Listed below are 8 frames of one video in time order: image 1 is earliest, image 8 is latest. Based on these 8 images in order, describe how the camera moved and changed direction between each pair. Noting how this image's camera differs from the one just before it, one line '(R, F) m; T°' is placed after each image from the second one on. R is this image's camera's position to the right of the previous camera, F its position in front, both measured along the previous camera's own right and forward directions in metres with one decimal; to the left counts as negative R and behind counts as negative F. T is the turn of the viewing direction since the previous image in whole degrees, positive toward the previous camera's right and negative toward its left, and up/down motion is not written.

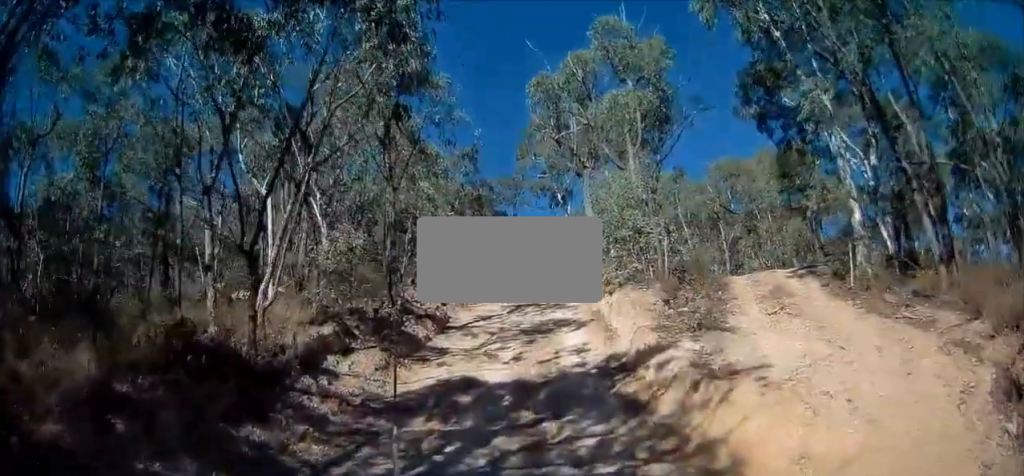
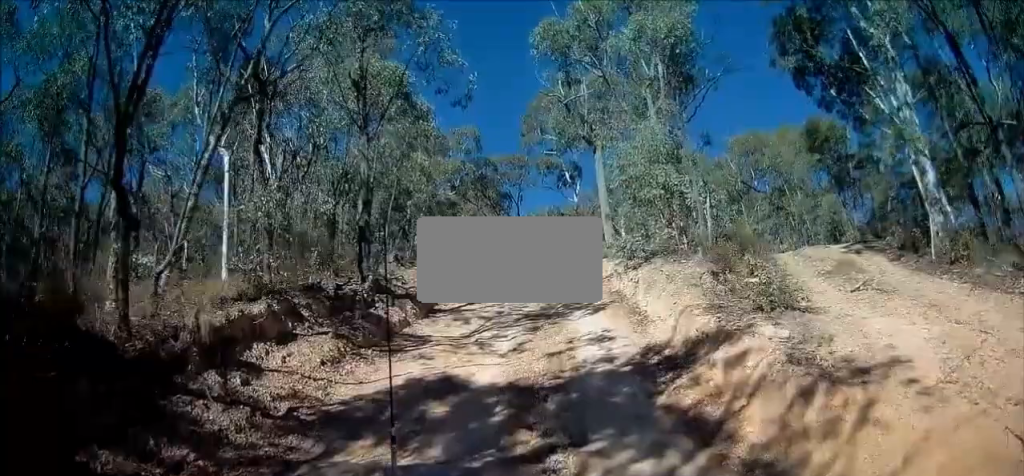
(+0.2, +2.7) m; +5°
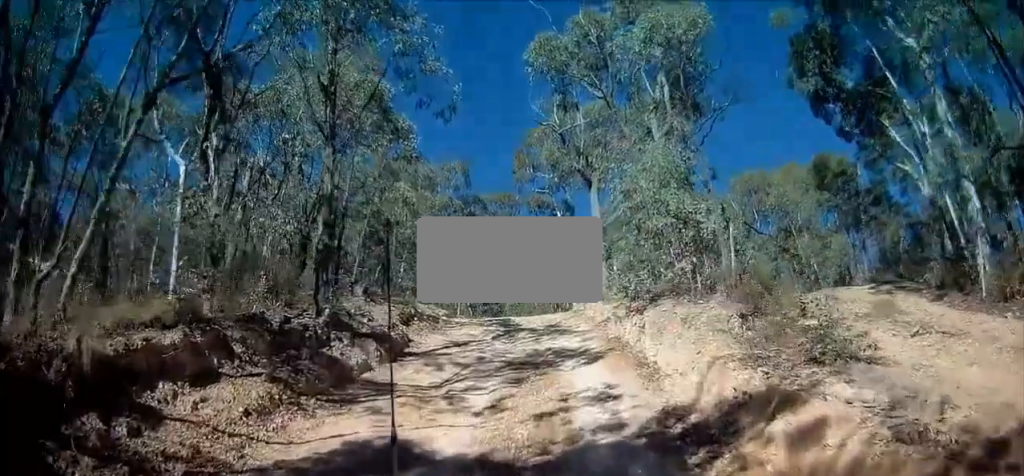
(-0.2, +1.6) m; +3°
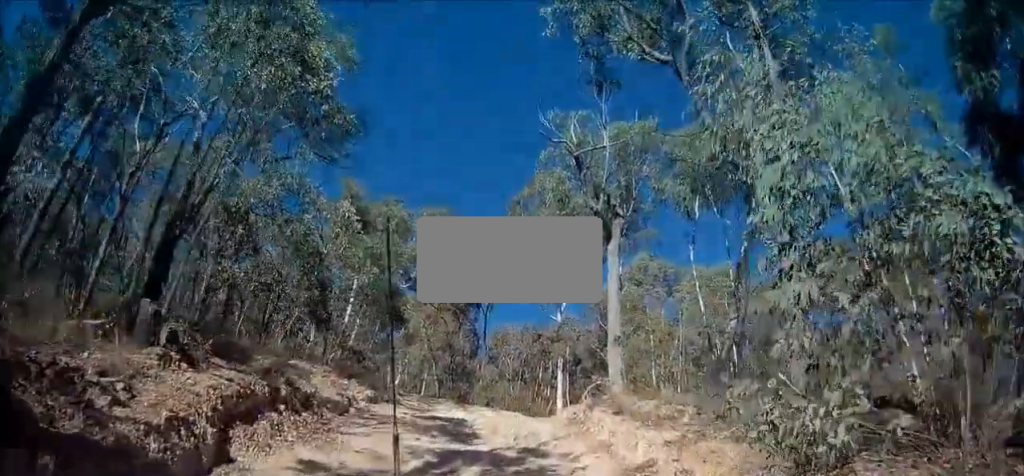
(+1.2, +6.8) m; +11°
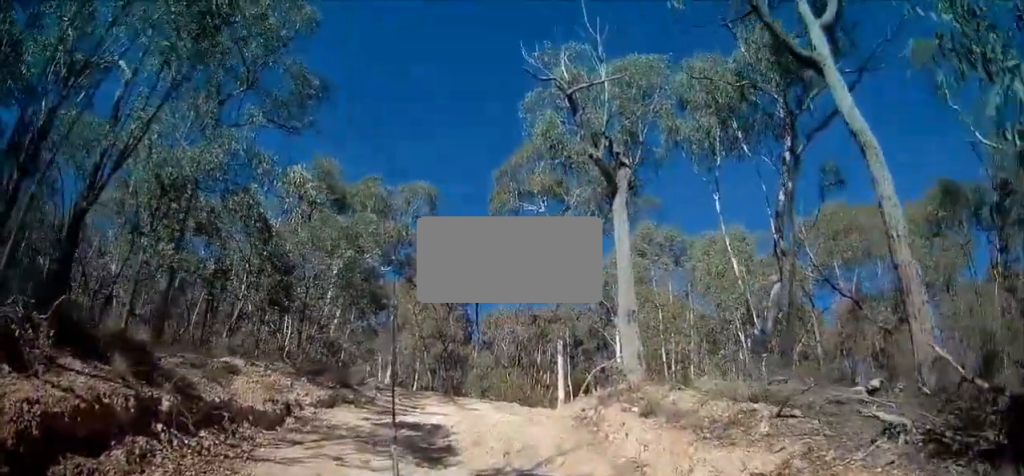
(-0.1, +3.0) m; -4°
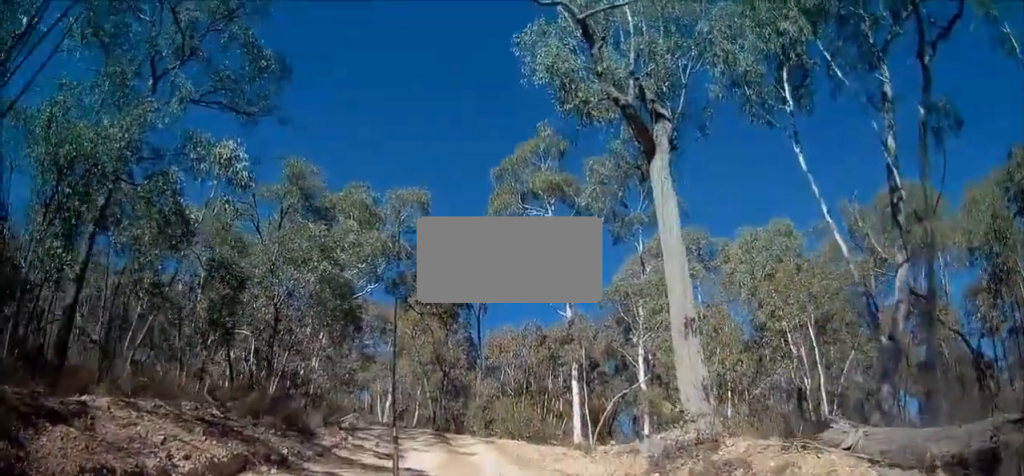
(-0.3, +4.5) m; -8°
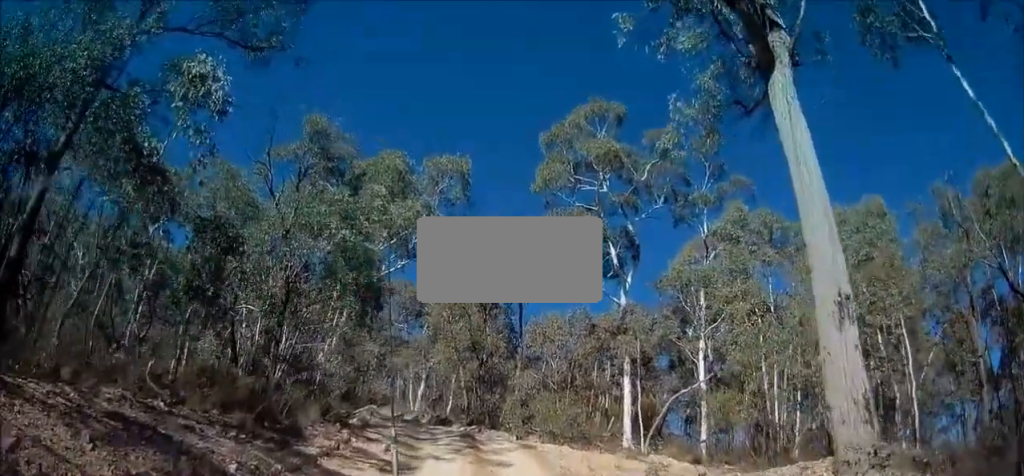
(-0.1, +2.9) m; +5°
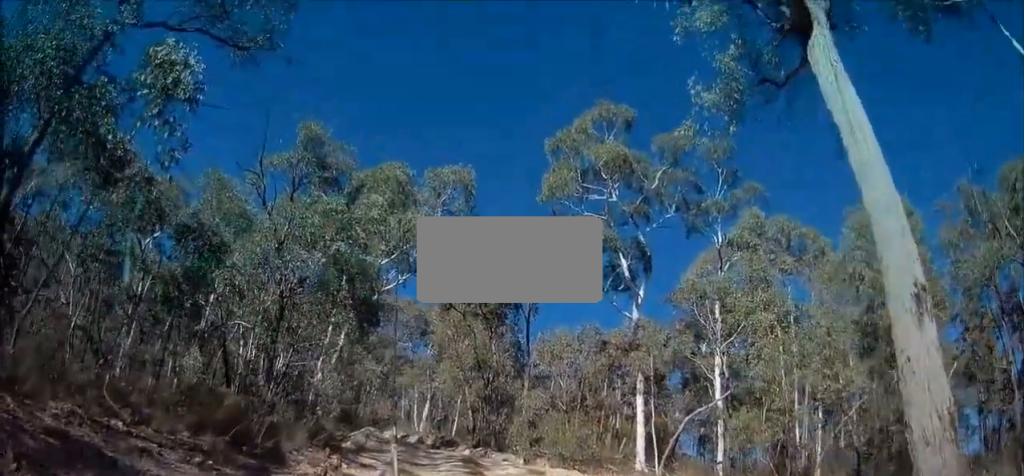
(-0.1, +1.1) m; +8°
